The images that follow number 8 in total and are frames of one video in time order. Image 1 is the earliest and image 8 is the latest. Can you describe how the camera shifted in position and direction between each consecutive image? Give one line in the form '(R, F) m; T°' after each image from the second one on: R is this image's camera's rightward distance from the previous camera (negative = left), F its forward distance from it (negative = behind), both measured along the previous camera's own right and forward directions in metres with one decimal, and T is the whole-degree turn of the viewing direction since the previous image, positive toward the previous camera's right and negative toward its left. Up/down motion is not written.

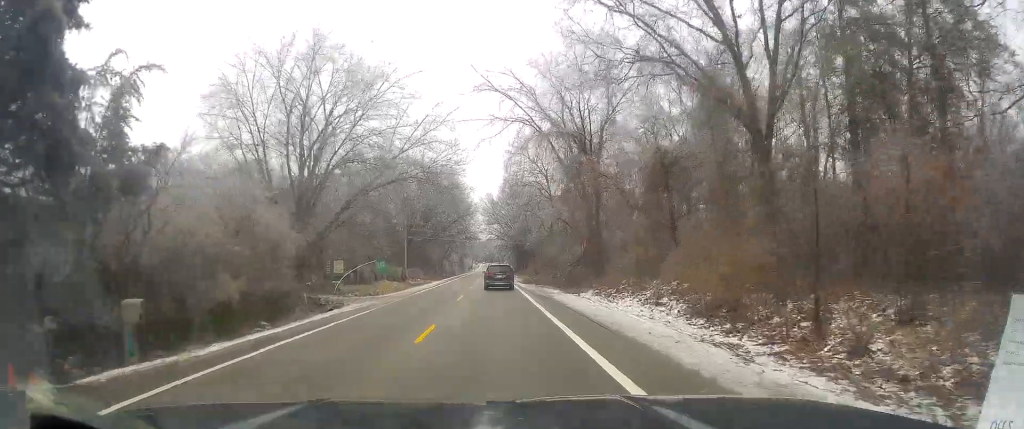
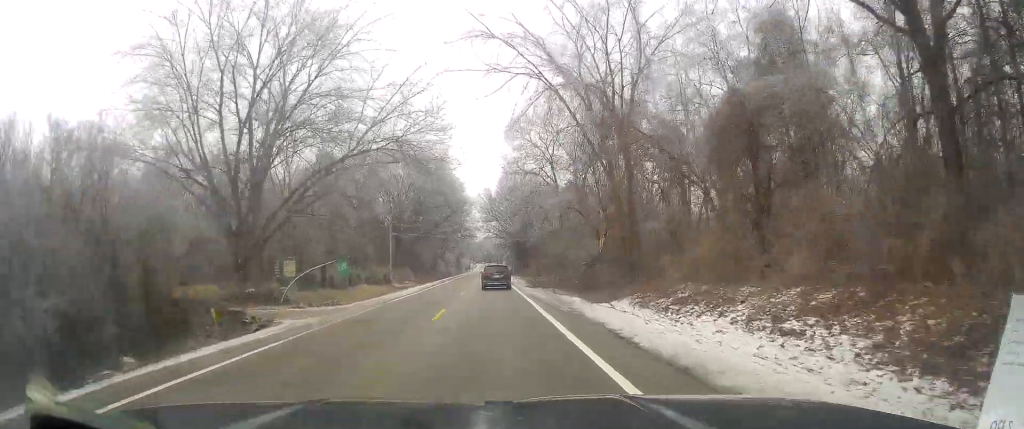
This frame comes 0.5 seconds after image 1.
(-0.1, +10.4) m; 0°
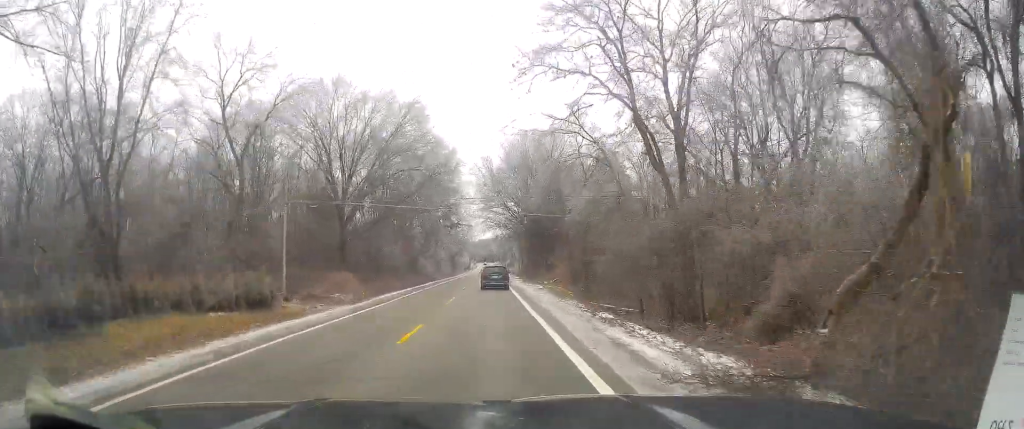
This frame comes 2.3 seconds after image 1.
(+0.8, +36.9) m; 0°
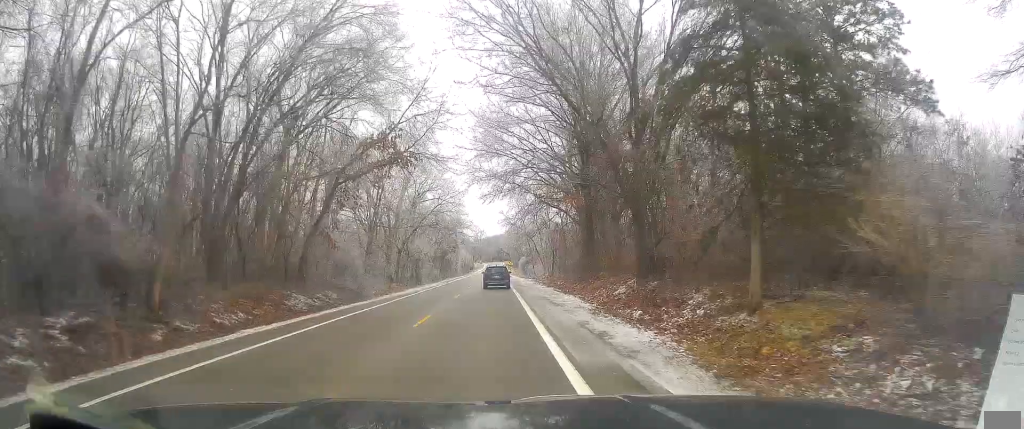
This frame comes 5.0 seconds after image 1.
(-1.6, +57.6) m; -2°
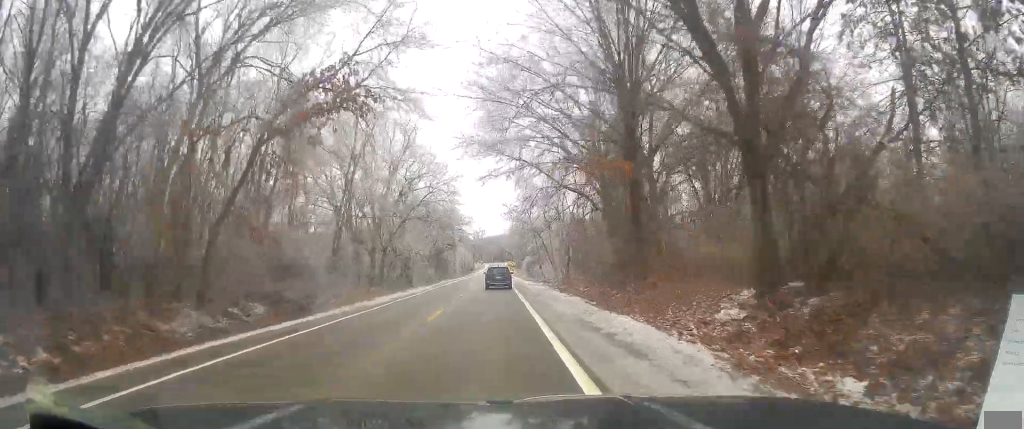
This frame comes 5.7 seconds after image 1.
(0.0, +13.3) m; 0°
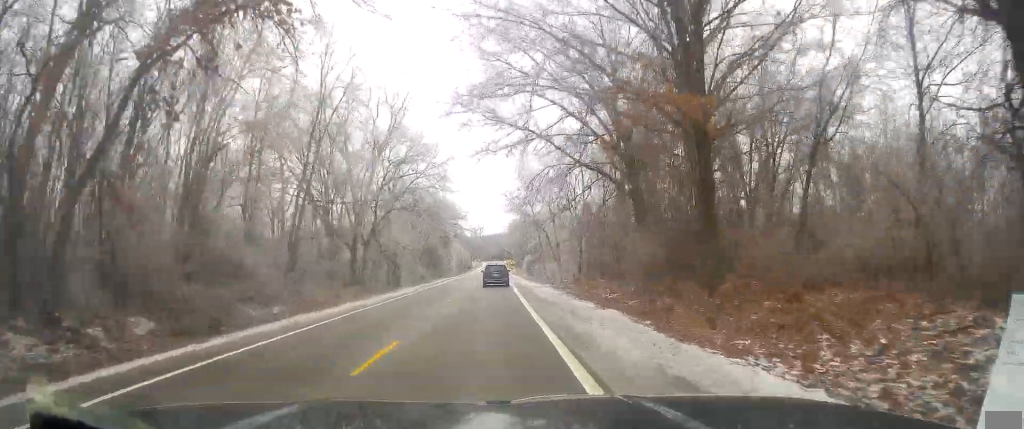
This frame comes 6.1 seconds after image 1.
(0.0, +9.8) m; 0°
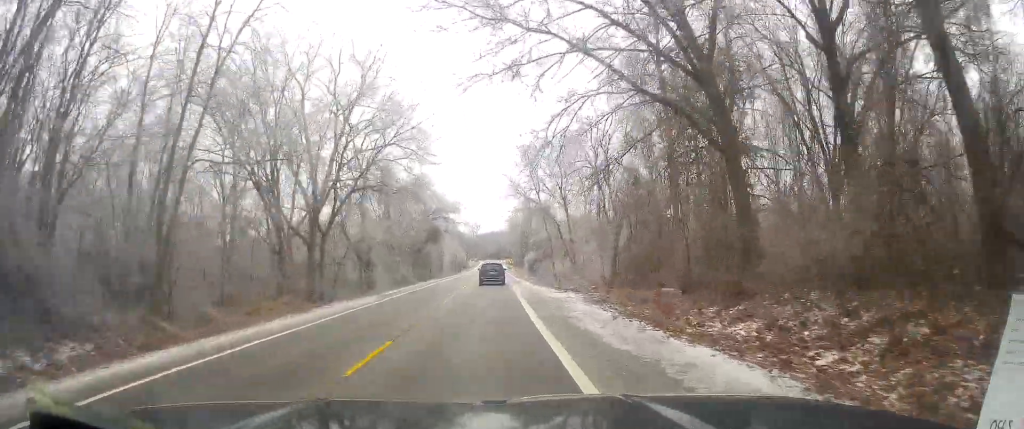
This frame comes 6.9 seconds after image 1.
(0.0, +15.5) m; +1°
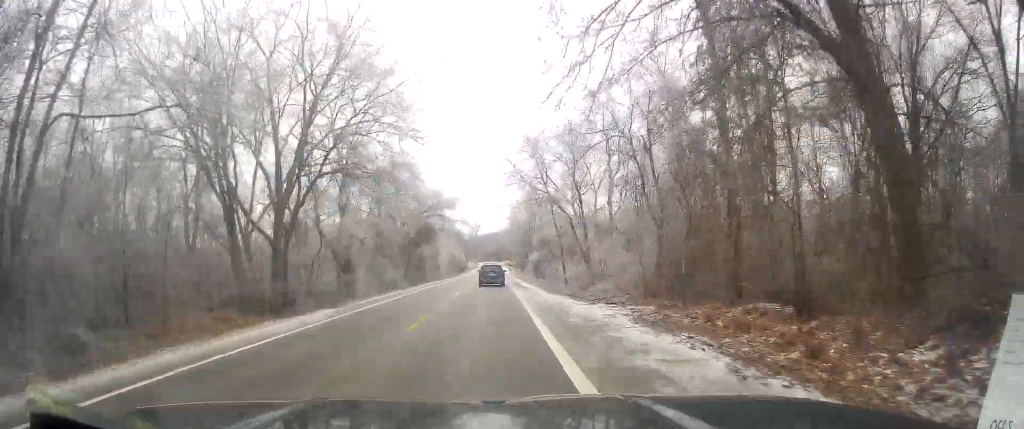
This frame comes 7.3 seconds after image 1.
(-0.1, +9.2) m; +1°
